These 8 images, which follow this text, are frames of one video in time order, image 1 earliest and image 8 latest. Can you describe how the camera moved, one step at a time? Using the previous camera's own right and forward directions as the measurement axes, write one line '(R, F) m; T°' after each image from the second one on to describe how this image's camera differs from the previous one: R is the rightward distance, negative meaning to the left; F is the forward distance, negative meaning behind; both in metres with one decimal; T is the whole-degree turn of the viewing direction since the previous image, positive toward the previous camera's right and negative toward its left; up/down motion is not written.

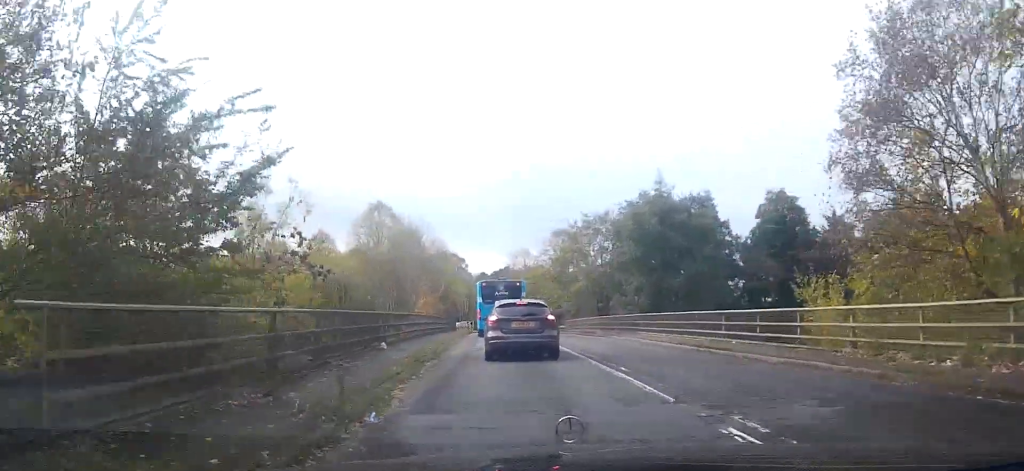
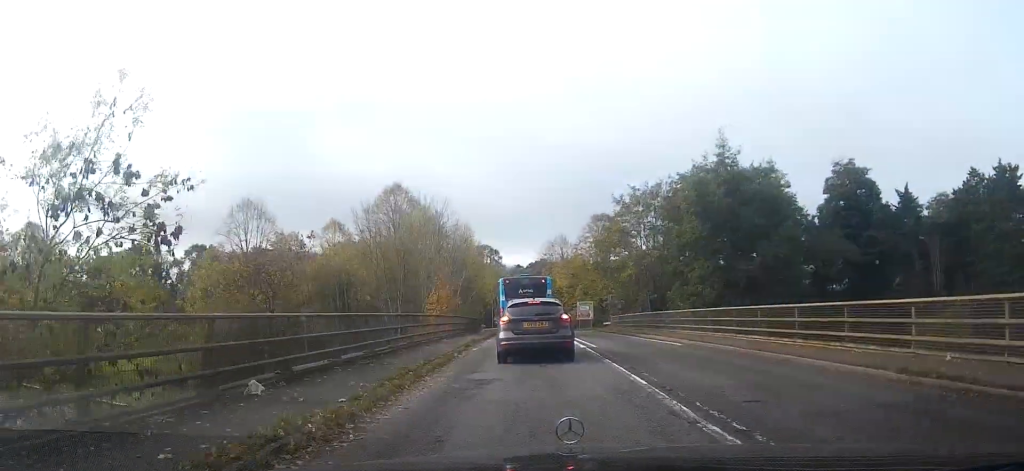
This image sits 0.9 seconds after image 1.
(-0.3, +10.0) m; -3°
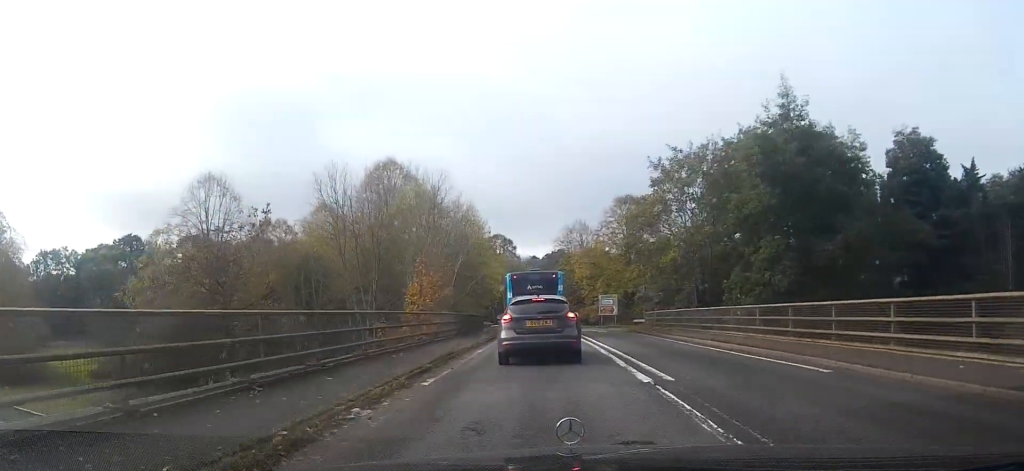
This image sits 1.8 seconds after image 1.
(-0.1, +10.0) m; -3°
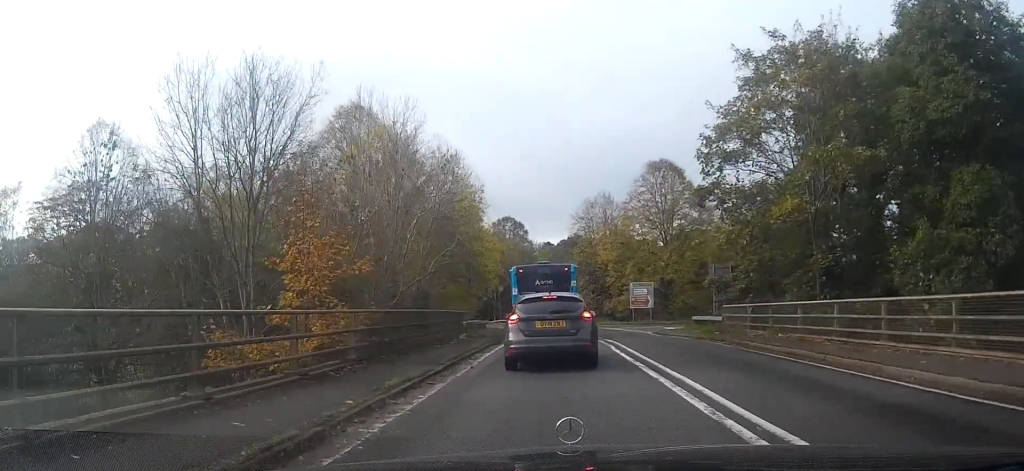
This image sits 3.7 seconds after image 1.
(-0.7, +15.0) m; -5°
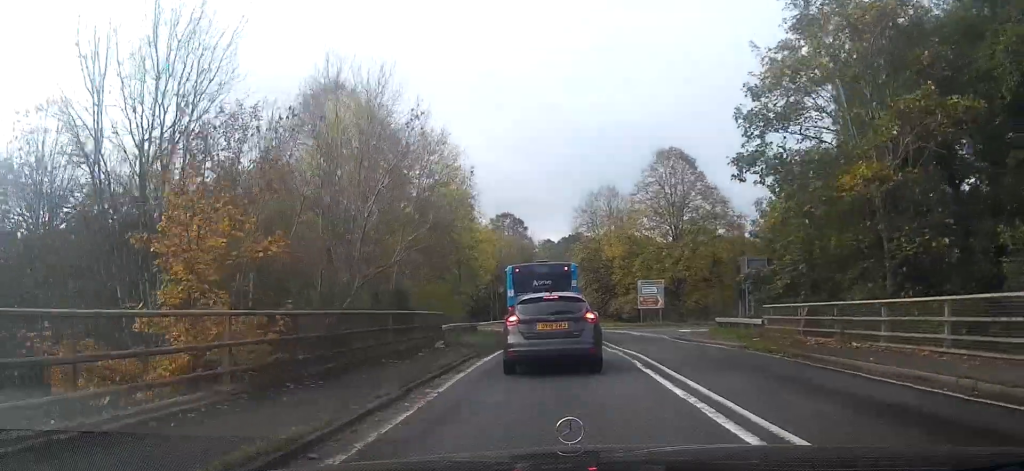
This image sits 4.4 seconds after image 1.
(-0.2, +4.6) m; -1°
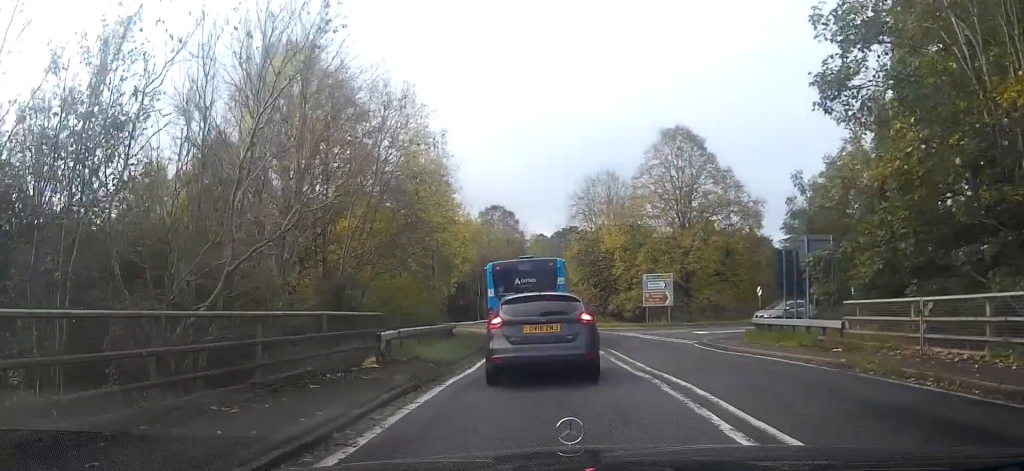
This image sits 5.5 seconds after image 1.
(0.0, +6.1) m; +3°
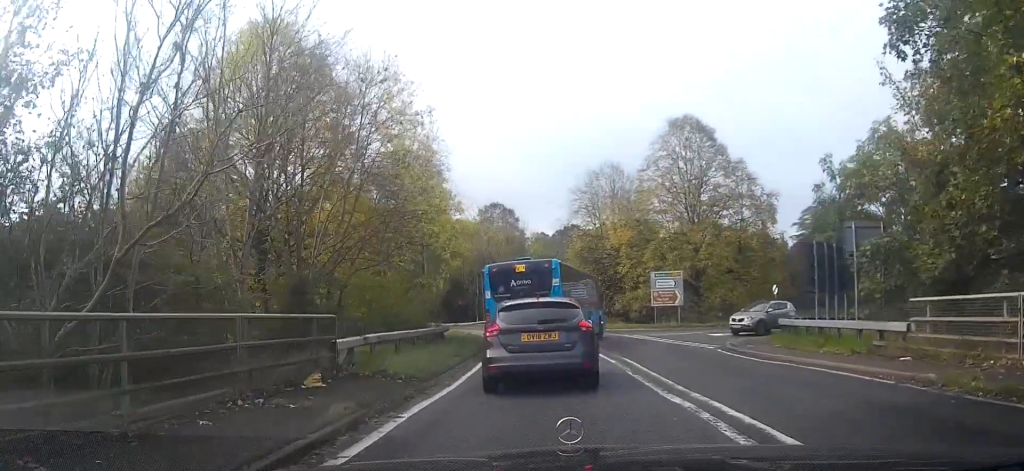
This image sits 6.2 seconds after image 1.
(+0.1, +2.8) m; +3°
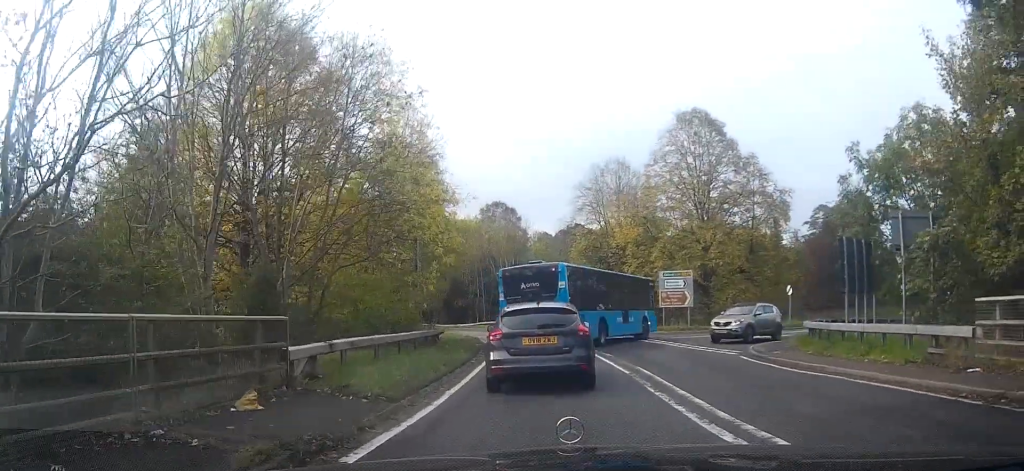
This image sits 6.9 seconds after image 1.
(+0.1, +1.9) m; +1°
